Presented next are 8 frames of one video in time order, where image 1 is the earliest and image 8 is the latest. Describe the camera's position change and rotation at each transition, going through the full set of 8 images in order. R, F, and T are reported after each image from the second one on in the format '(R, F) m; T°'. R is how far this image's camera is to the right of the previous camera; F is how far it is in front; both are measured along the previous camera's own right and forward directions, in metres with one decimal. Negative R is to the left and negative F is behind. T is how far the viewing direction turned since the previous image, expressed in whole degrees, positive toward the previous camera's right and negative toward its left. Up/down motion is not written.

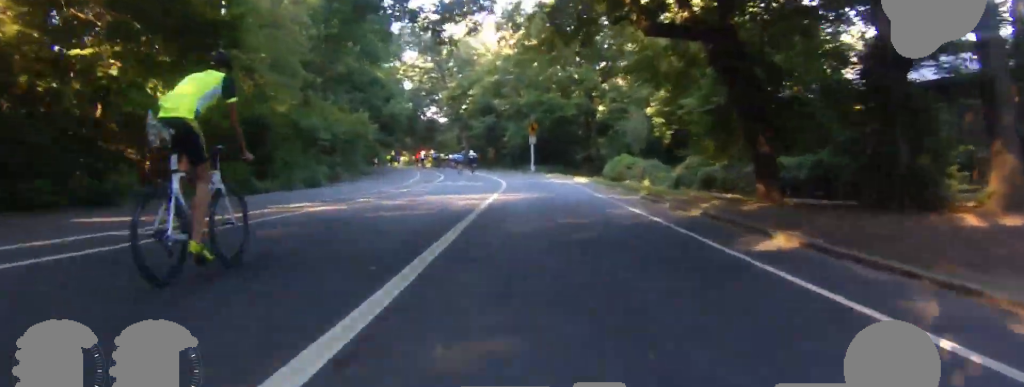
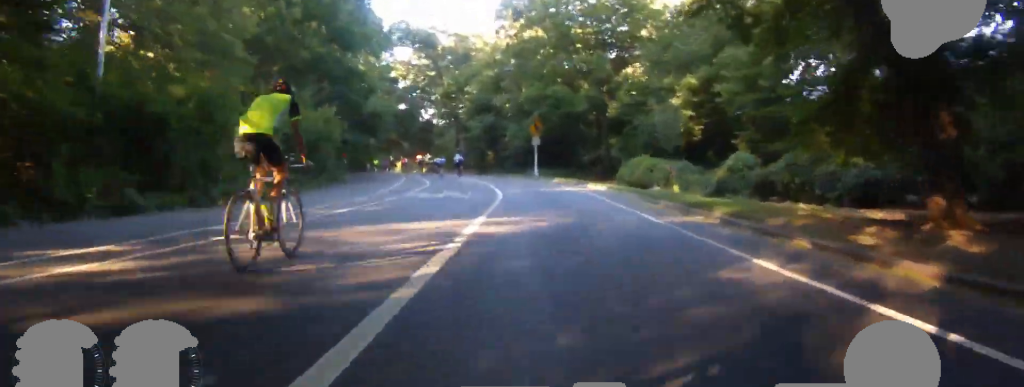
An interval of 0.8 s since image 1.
(0.0, +6.6) m; -3°
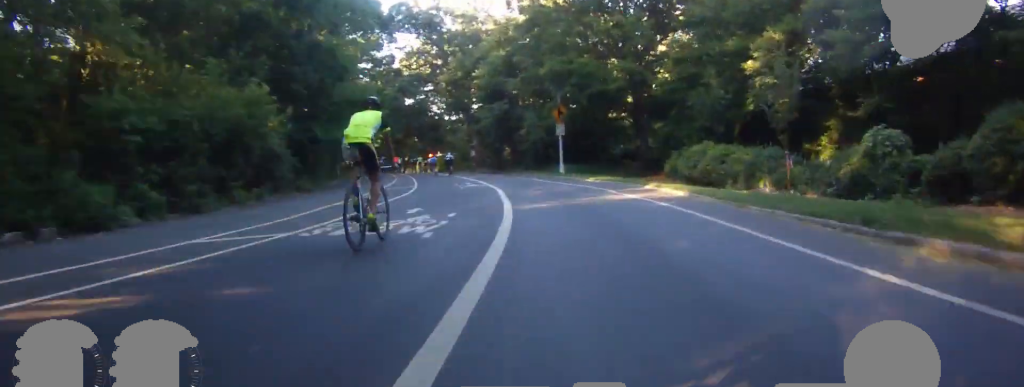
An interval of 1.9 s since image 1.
(-0.7, +9.7) m; -7°
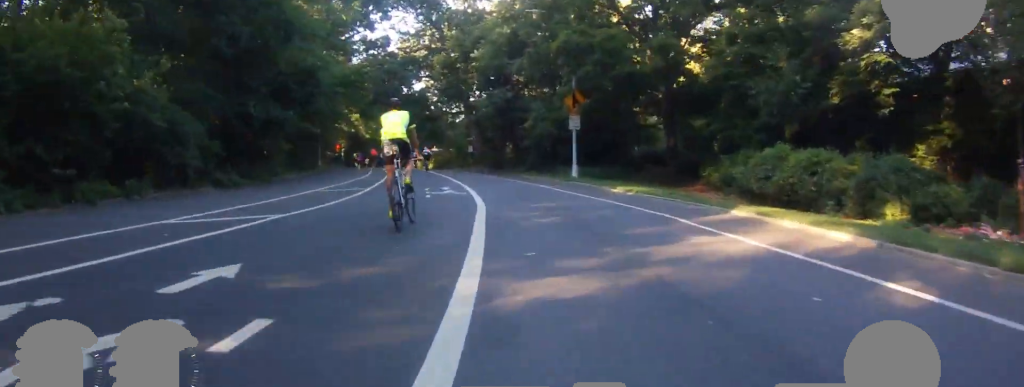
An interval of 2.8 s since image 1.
(-0.4, +8.7) m; -5°
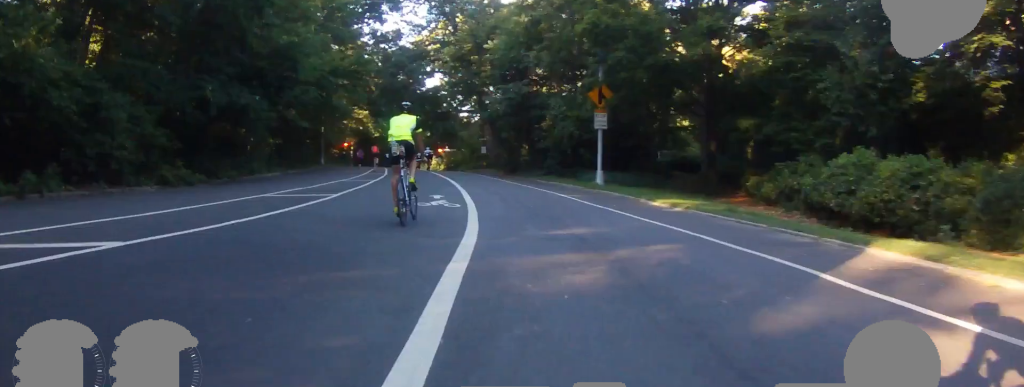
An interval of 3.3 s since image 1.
(+0.2, +4.7) m; -3°
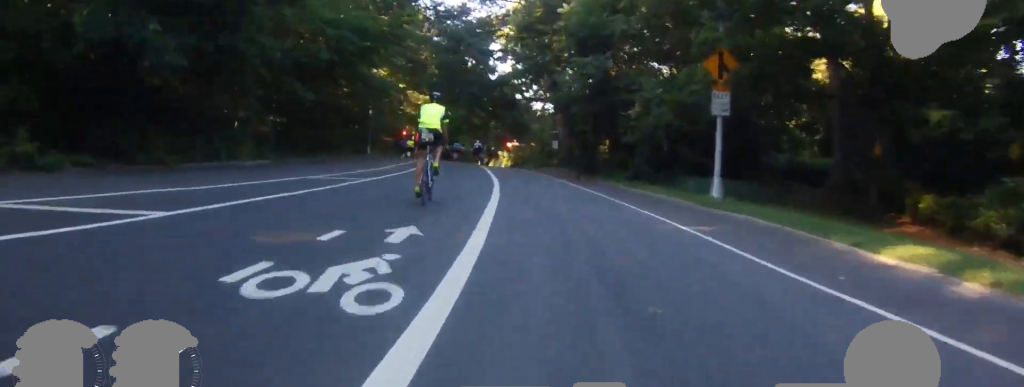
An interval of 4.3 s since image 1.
(-0.8, +9.7) m; -11°
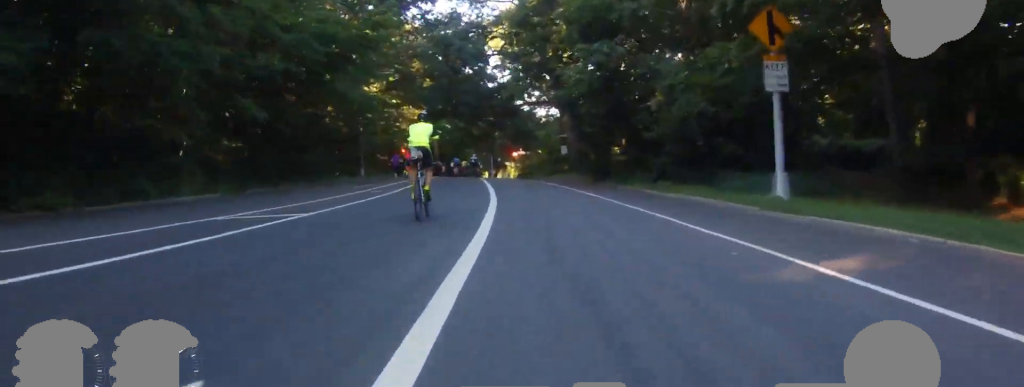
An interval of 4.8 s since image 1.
(-0.5, +4.9) m; 0°
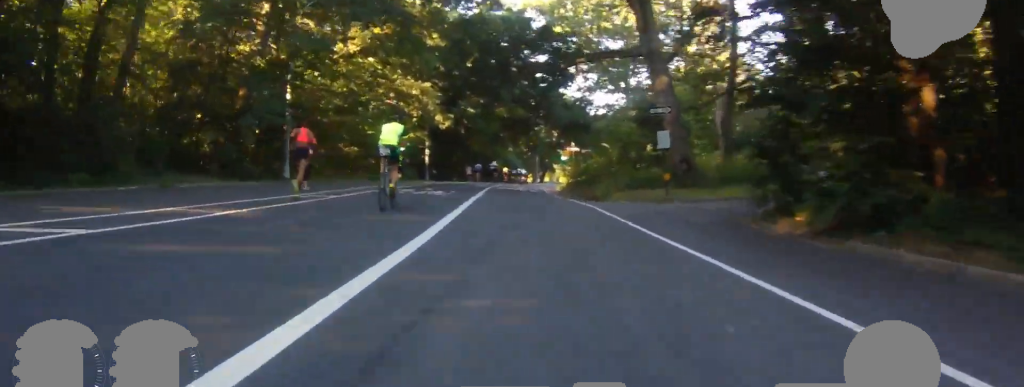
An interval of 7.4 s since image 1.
(+0.6, +26.2) m; 0°
